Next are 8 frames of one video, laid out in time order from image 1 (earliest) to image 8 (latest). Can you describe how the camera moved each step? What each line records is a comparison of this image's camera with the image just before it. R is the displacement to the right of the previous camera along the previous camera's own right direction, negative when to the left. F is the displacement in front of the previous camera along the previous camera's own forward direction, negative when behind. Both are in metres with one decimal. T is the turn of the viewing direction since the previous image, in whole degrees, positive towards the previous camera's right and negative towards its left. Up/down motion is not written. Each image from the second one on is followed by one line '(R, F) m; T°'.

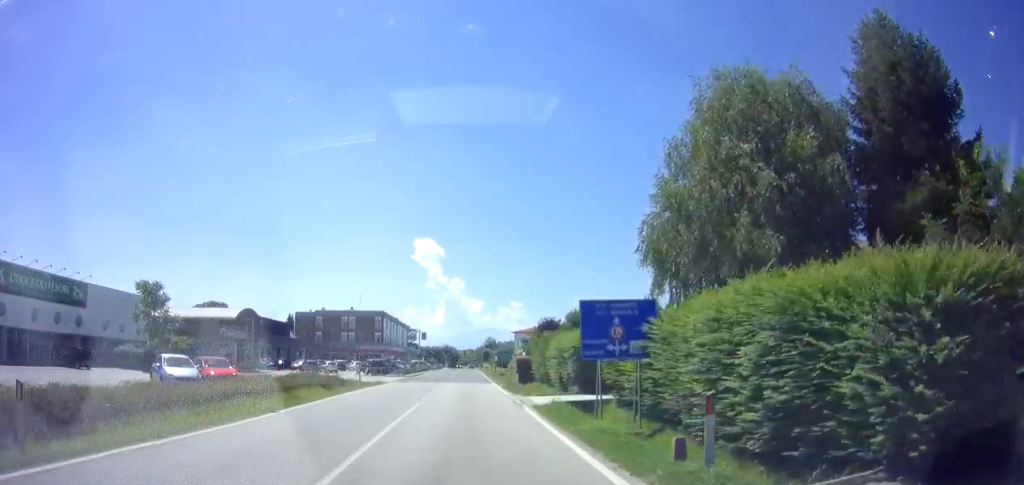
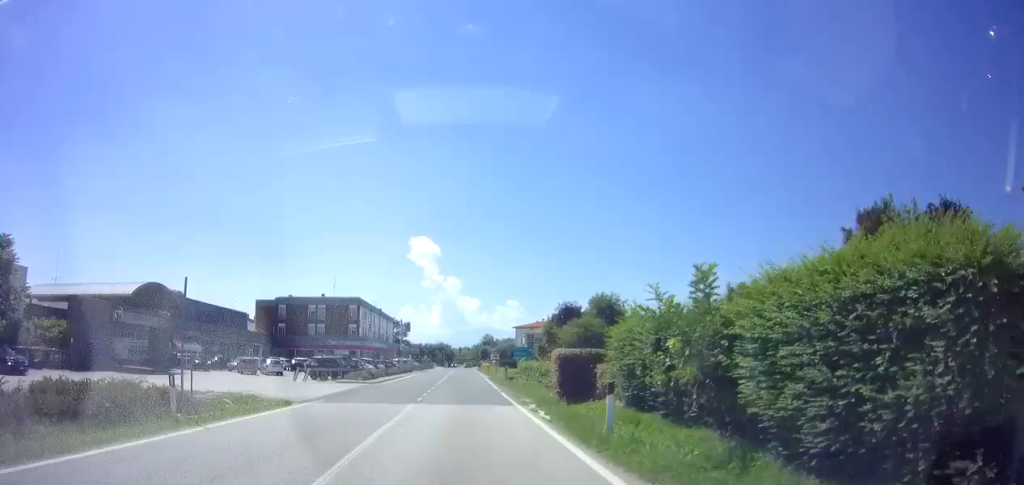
(0.0, +19.0) m; 0°
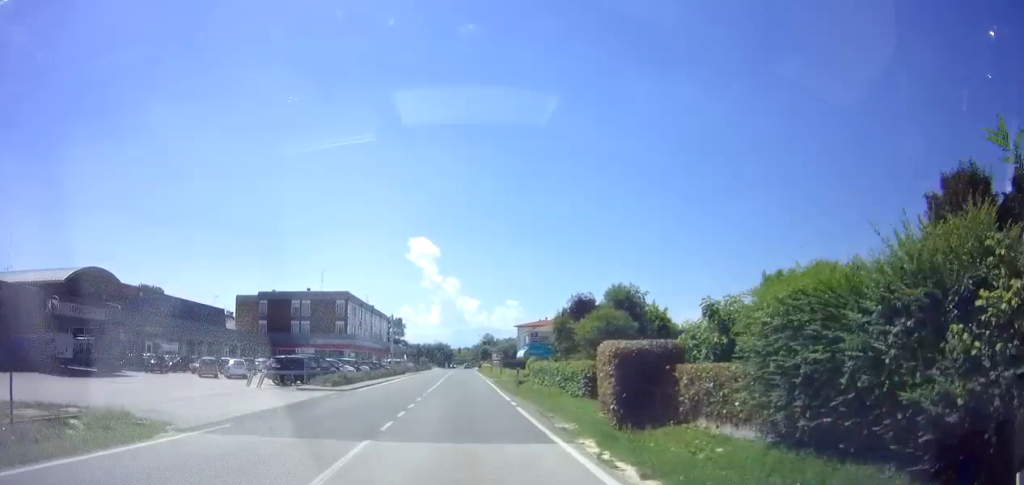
(0.0, +8.0) m; 0°
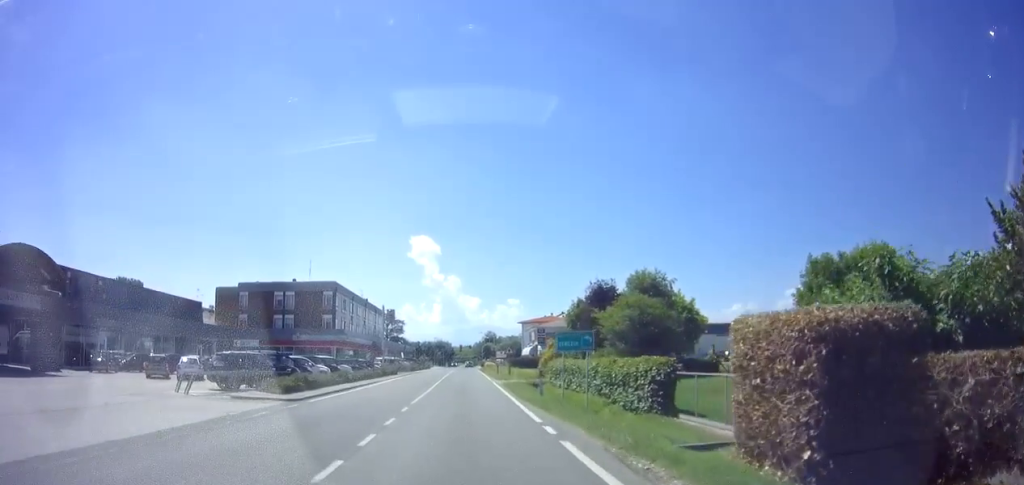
(0.0, +7.7) m; 0°
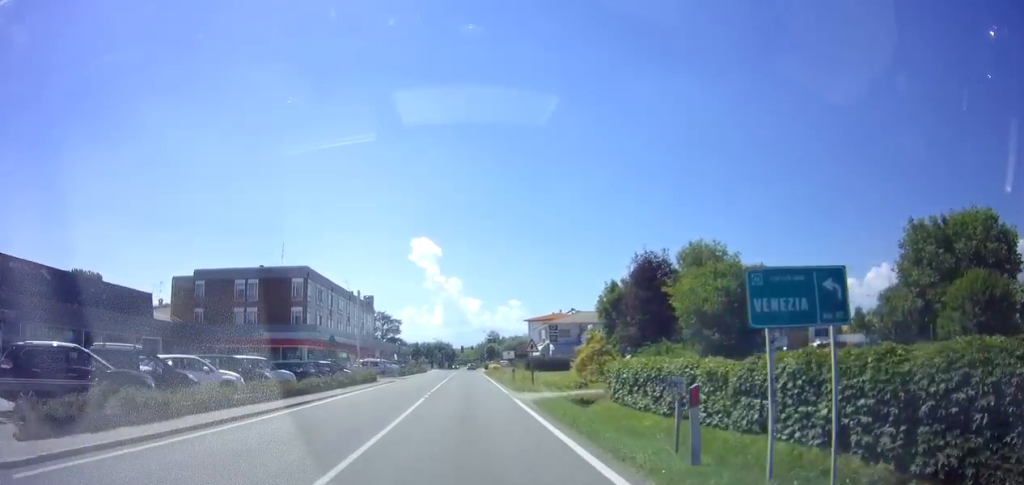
(0.0, +13.1) m; 0°
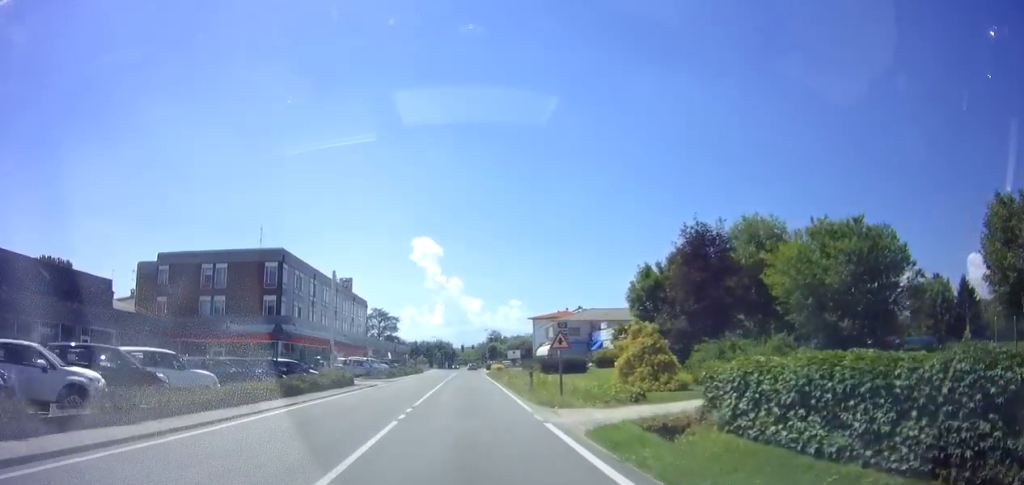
(0.0, +8.0) m; 0°
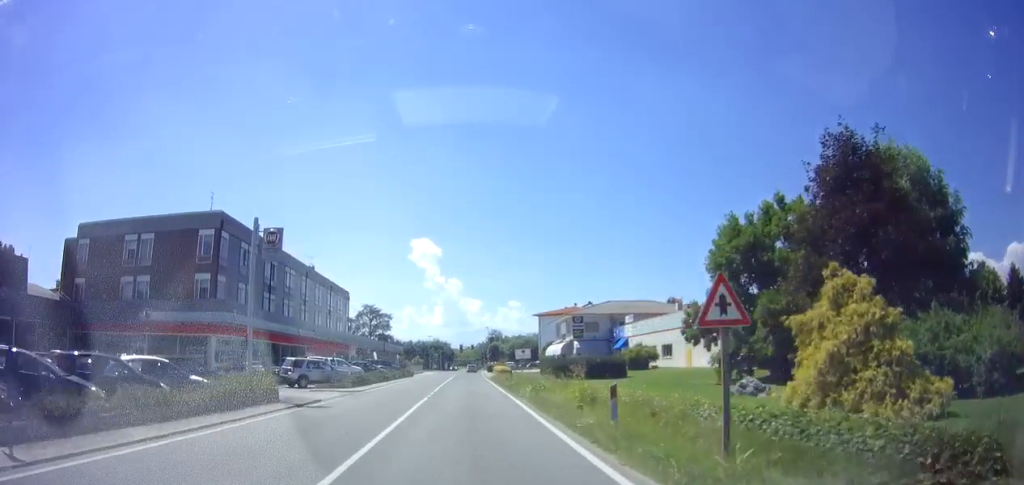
(0.0, +12.4) m; -1°
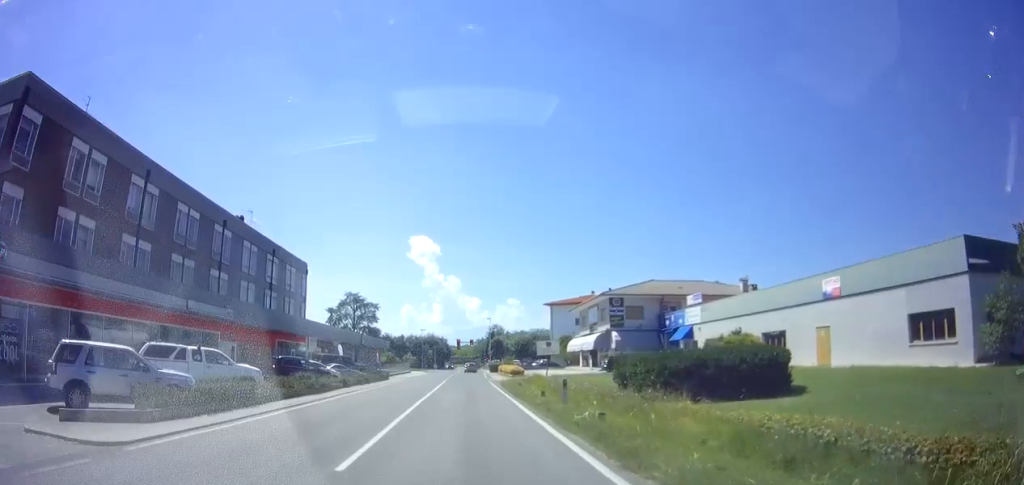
(-0.5, +19.5) m; -1°
